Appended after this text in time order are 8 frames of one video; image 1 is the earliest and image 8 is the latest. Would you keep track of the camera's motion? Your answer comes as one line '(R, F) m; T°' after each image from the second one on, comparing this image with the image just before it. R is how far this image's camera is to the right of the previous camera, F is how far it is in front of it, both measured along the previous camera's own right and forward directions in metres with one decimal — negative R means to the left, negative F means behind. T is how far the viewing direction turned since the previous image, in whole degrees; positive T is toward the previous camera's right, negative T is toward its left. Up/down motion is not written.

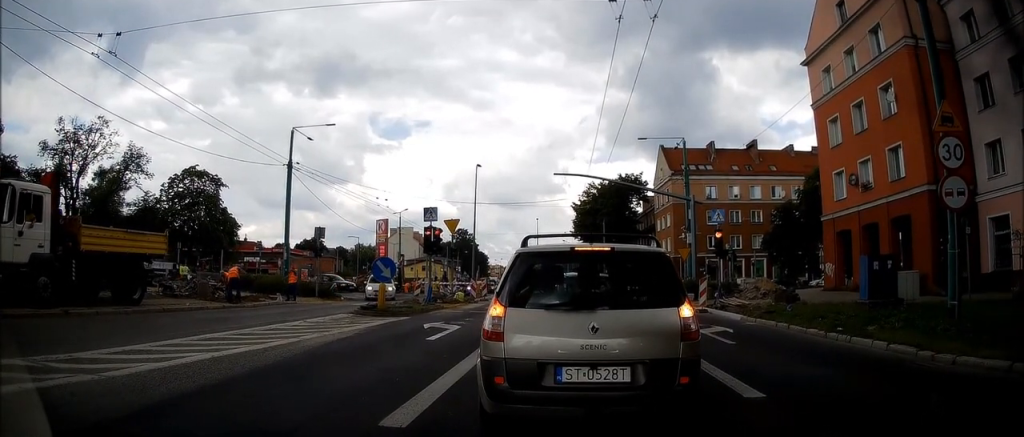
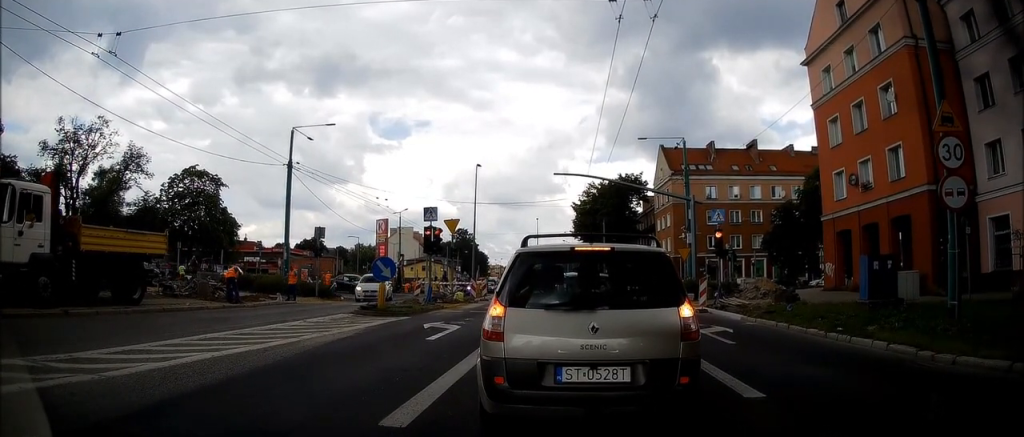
(+0.1, -0.1) m; 0°
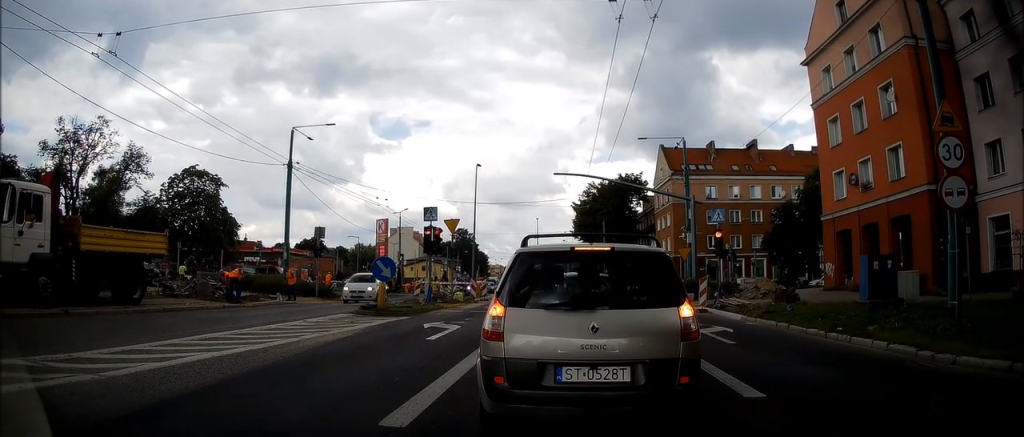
(0.0, -0.1) m; 0°
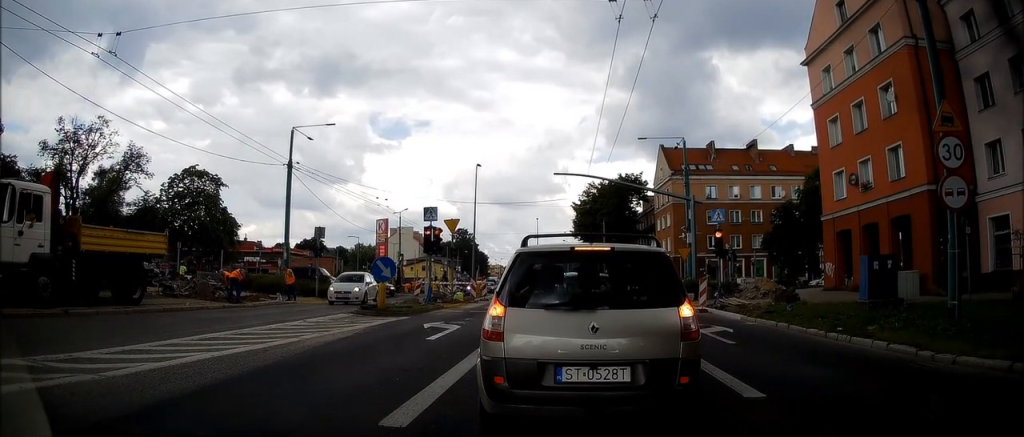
(0.0, 0.0) m; 0°
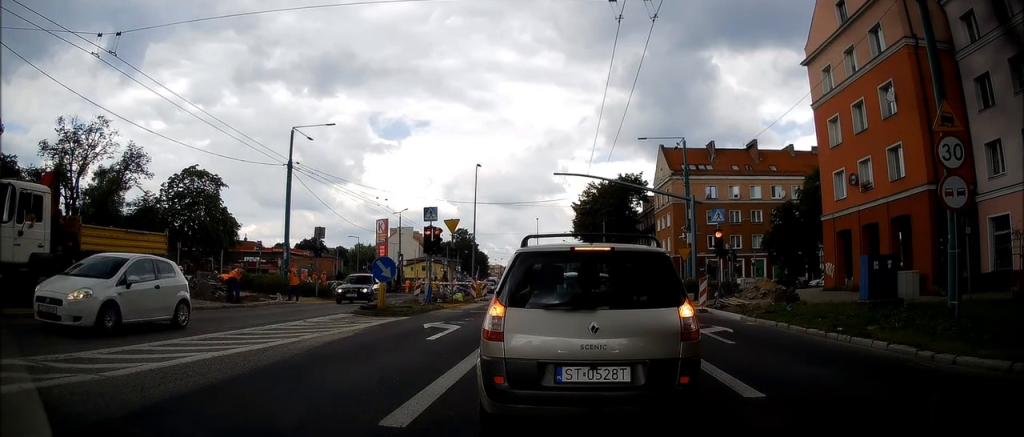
(-0.1, +0.2) m; 0°
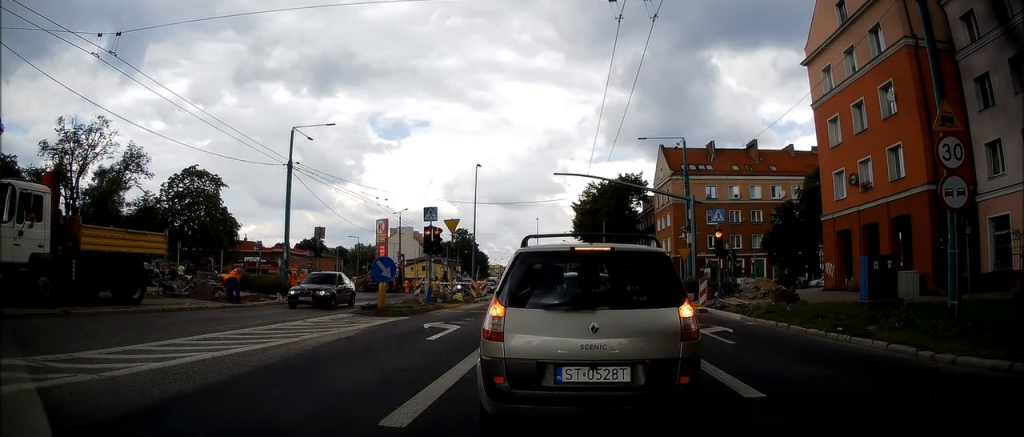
(0.0, +0.1) m; 0°
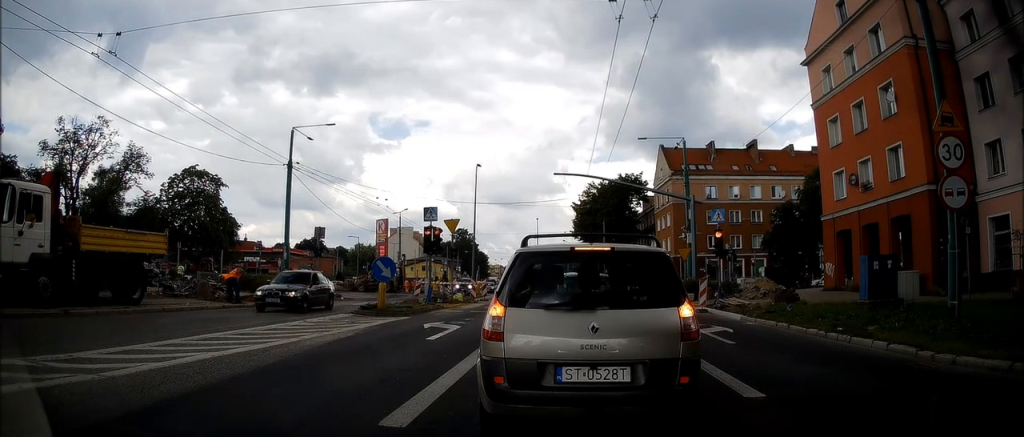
(0.0, +0.1) m; 0°
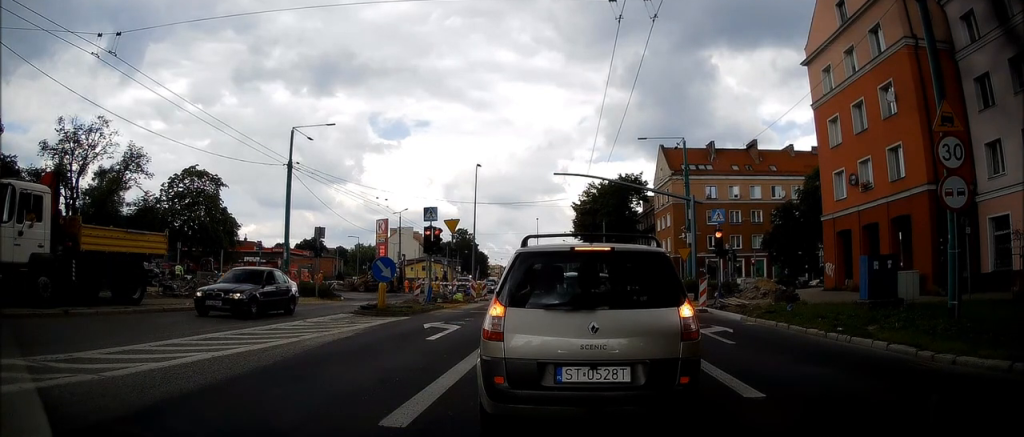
(0.0, +0.1) m; 0°
